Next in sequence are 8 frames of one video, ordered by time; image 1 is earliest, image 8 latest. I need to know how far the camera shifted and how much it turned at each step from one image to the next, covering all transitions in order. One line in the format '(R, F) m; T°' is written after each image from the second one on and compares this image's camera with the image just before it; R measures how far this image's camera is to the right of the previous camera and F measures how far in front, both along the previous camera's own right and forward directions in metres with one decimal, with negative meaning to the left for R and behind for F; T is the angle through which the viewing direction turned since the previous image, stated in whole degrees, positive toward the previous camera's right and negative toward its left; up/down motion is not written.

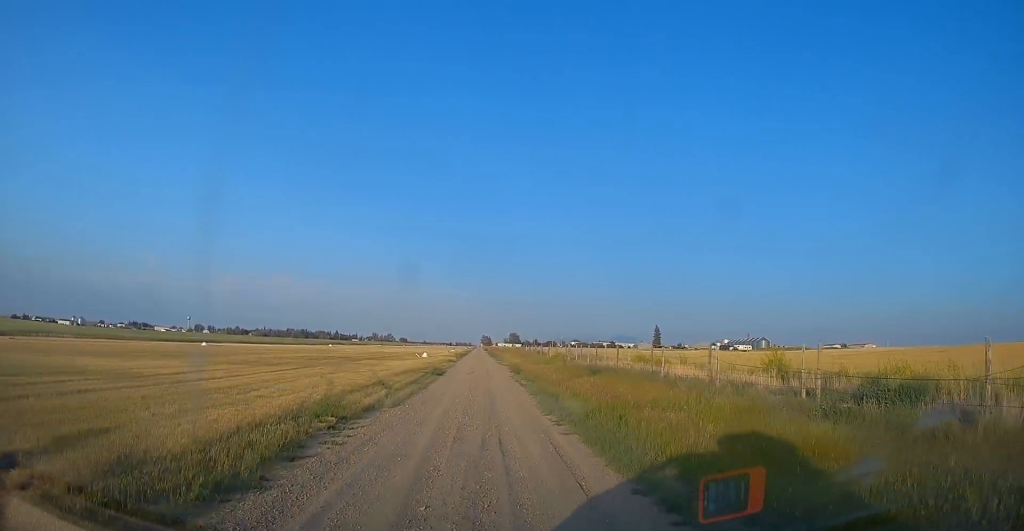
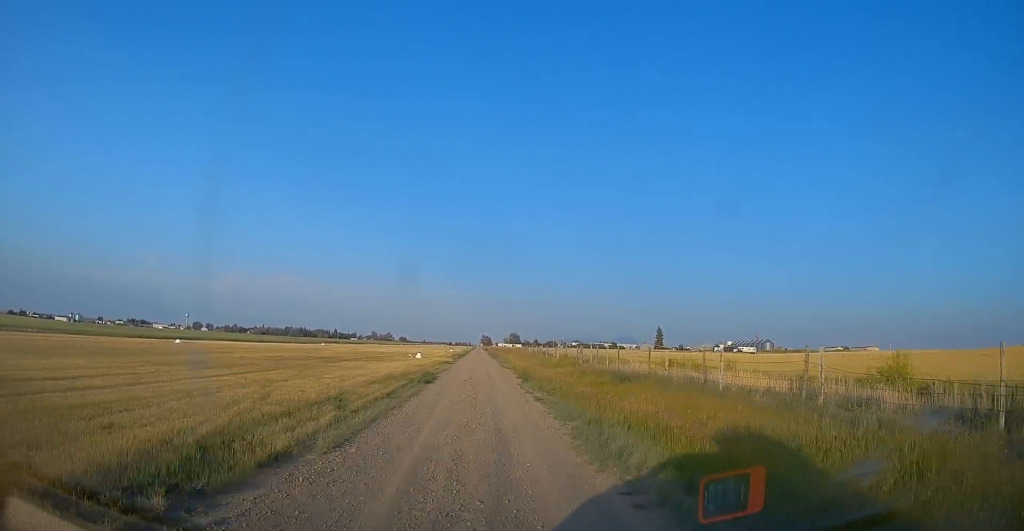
(0.0, +6.6) m; 0°
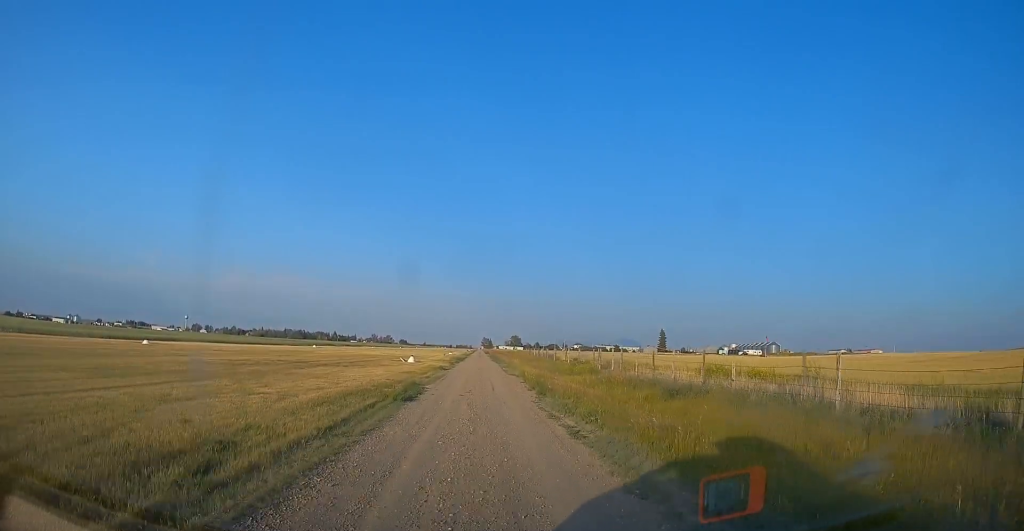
(0.0, +7.0) m; 0°
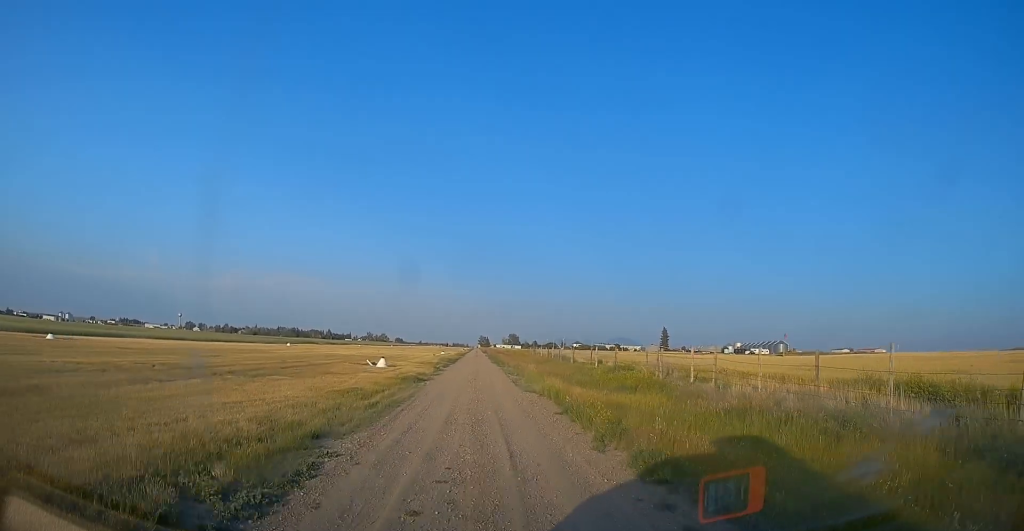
(+0.4, +14.5) m; +2°
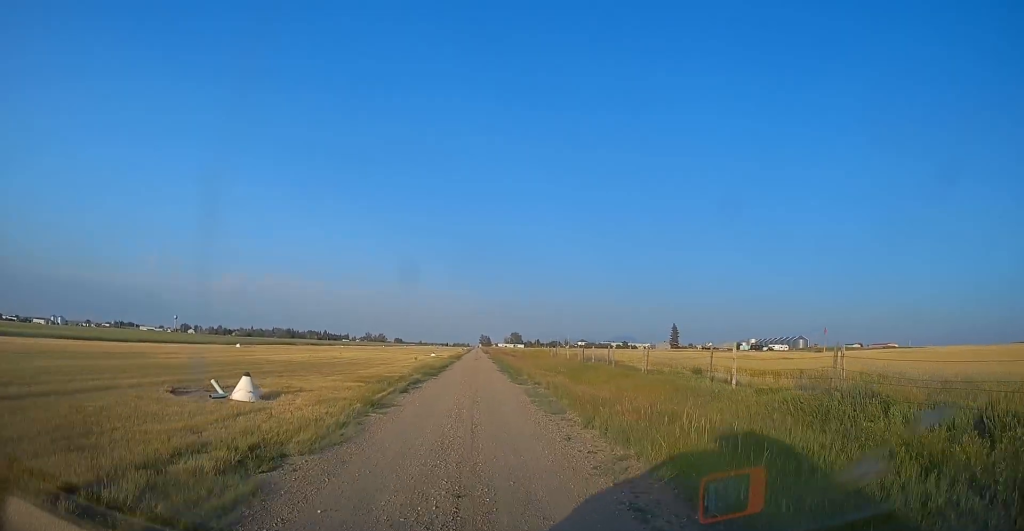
(-0.5, +22.9) m; -2°
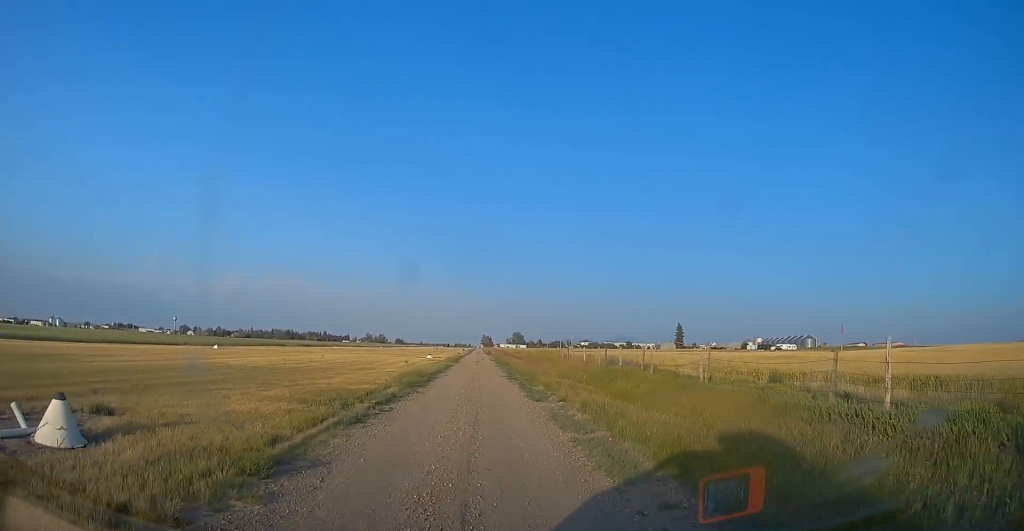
(0.0, +7.8) m; 0°
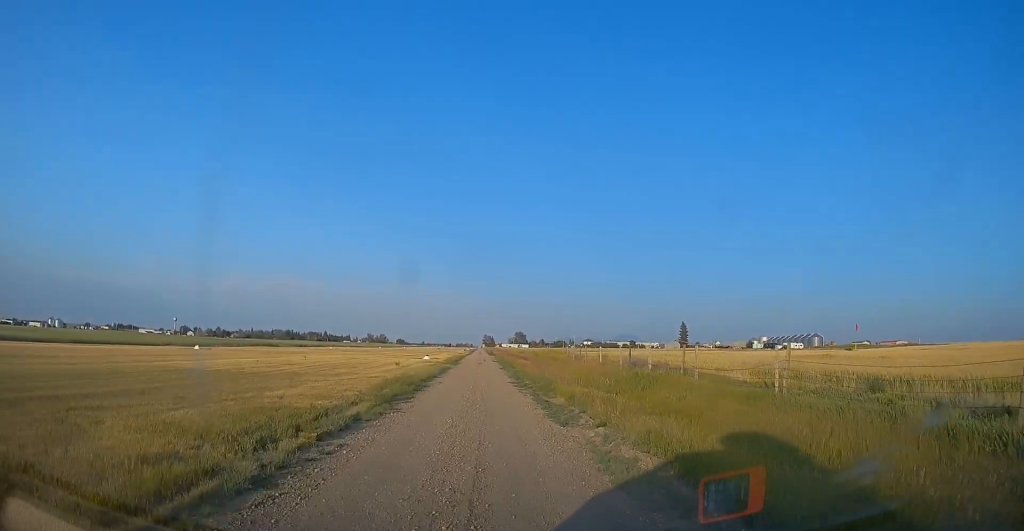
(0.0, +5.7) m; 0°
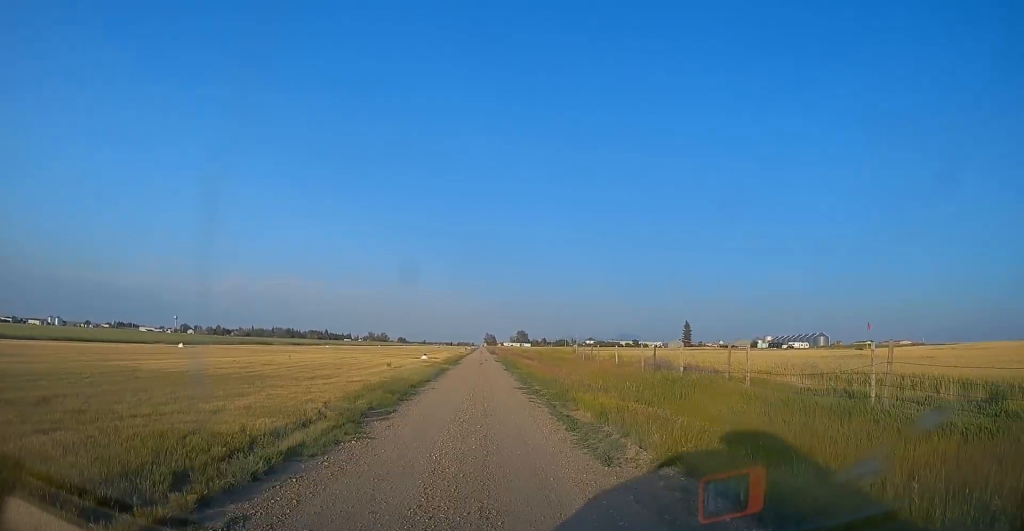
(0.0, +4.4) m; 0°
